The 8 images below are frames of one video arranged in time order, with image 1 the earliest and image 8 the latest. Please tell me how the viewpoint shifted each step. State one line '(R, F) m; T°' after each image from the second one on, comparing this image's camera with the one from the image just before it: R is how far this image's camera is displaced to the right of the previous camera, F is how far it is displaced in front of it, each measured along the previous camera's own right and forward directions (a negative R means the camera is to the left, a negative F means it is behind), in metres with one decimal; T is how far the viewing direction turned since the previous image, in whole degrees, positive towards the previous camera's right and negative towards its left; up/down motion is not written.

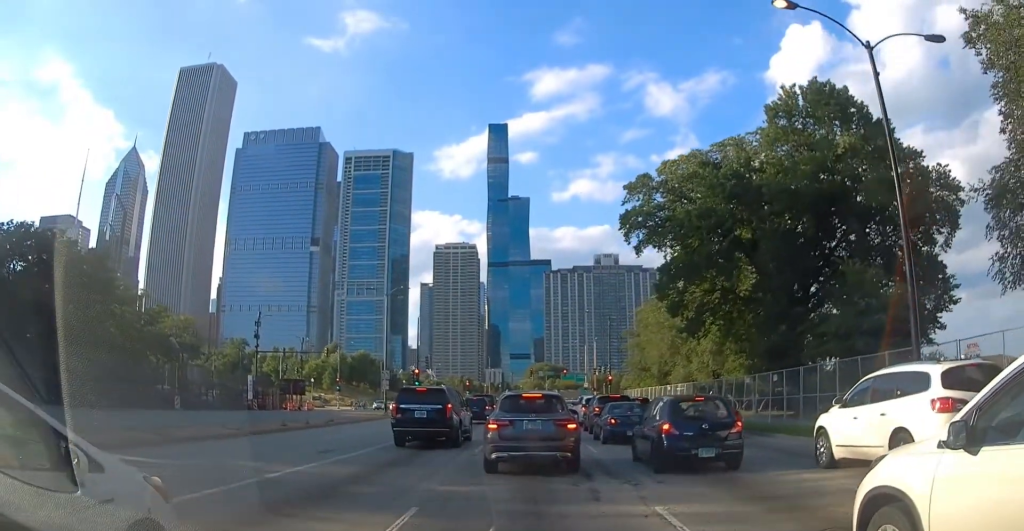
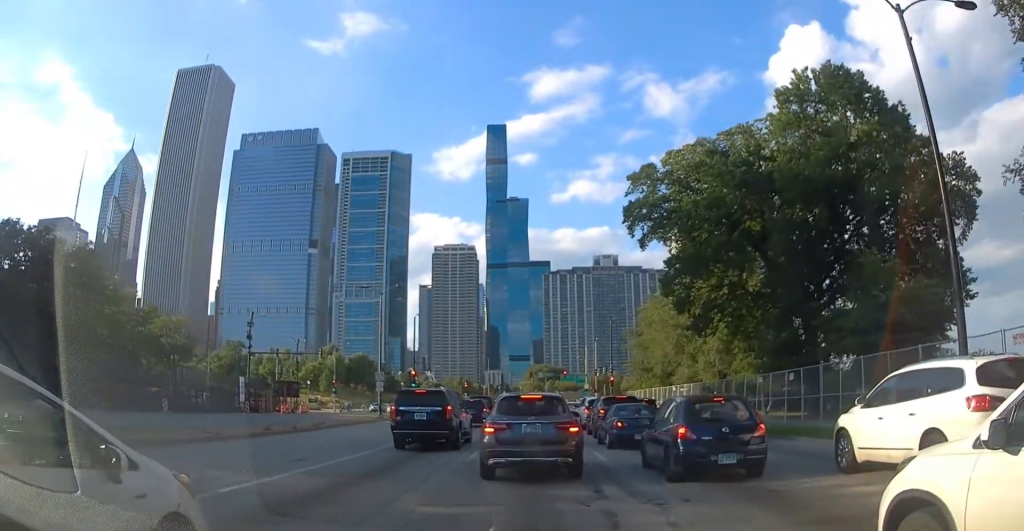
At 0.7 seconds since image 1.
(0.0, +2.0) m; 0°
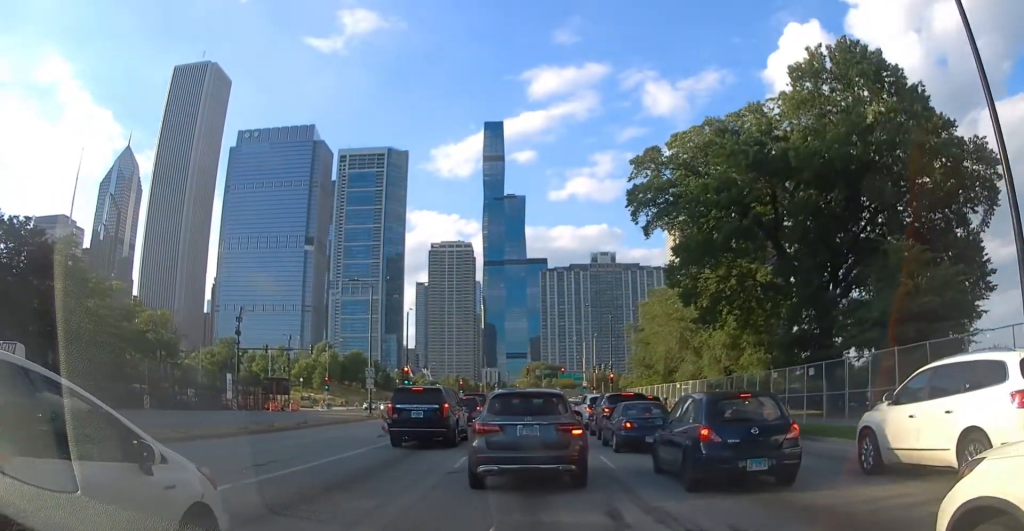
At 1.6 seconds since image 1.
(0.0, +2.4) m; 0°
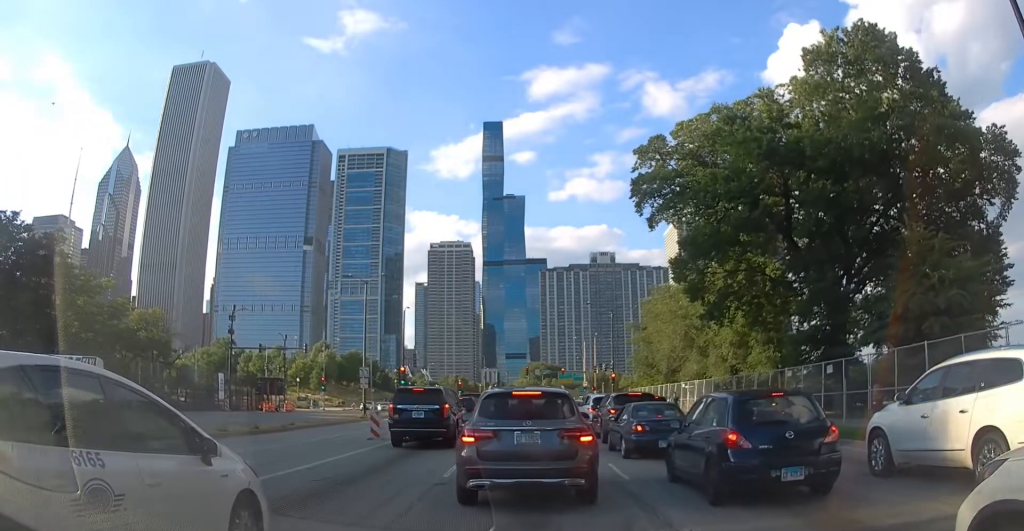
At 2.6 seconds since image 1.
(0.0, +2.0) m; 0°
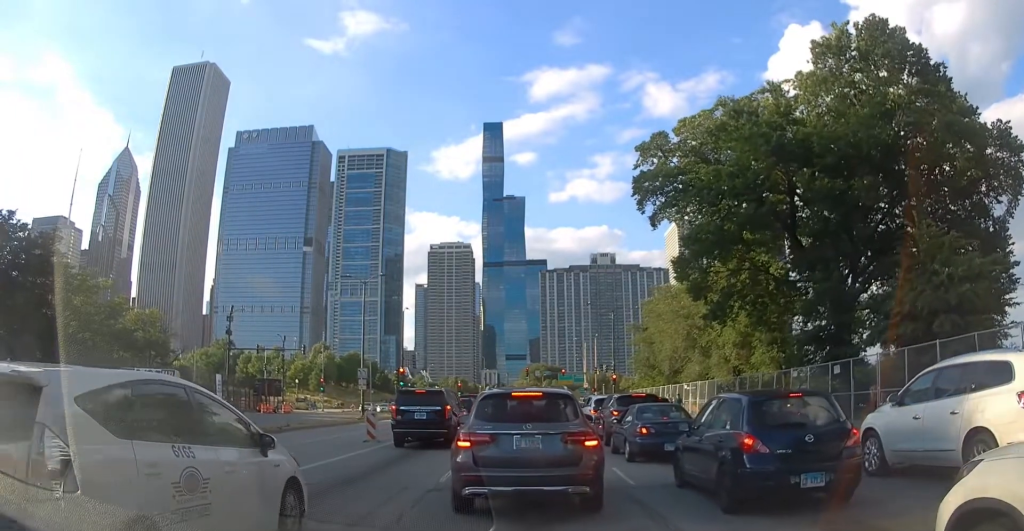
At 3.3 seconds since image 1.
(0.0, +0.8) m; 0°
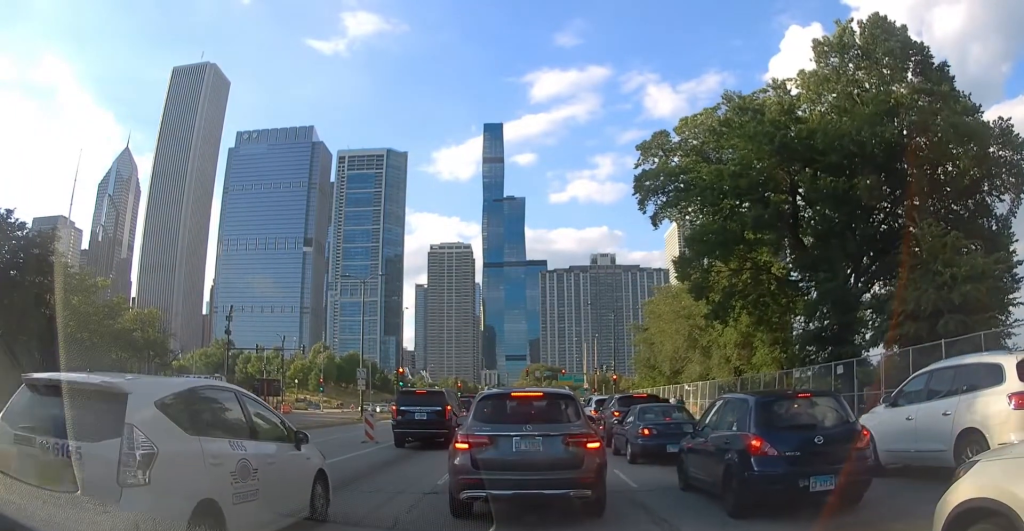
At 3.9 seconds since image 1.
(0.0, +0.3) m; 0°
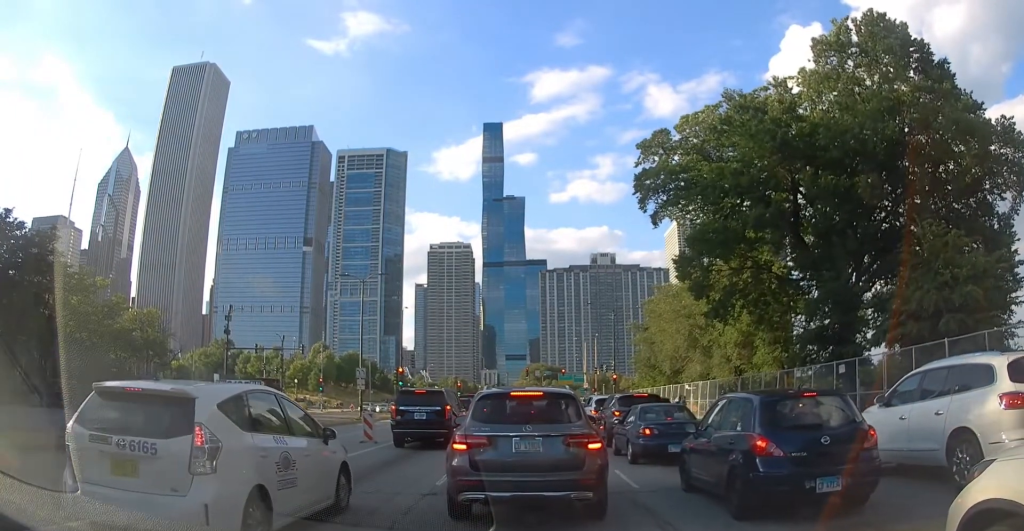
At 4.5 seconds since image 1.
(0.0, +0.2) m; 0°
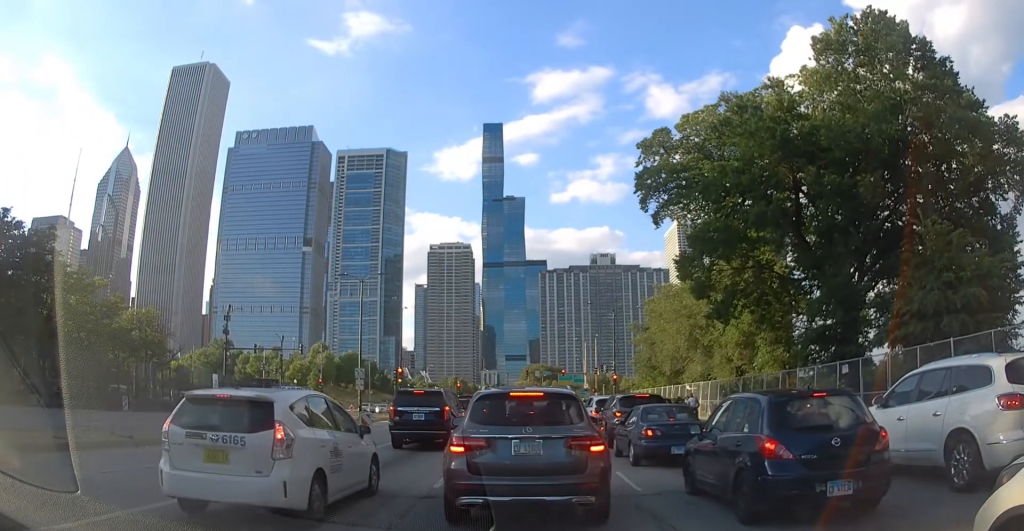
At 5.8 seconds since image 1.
(0.0, +0.4) m; 0°
